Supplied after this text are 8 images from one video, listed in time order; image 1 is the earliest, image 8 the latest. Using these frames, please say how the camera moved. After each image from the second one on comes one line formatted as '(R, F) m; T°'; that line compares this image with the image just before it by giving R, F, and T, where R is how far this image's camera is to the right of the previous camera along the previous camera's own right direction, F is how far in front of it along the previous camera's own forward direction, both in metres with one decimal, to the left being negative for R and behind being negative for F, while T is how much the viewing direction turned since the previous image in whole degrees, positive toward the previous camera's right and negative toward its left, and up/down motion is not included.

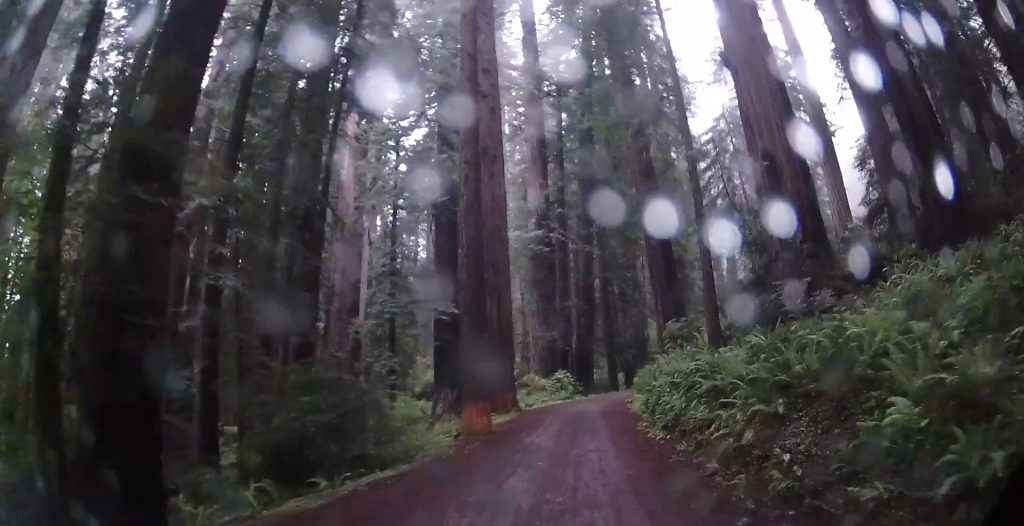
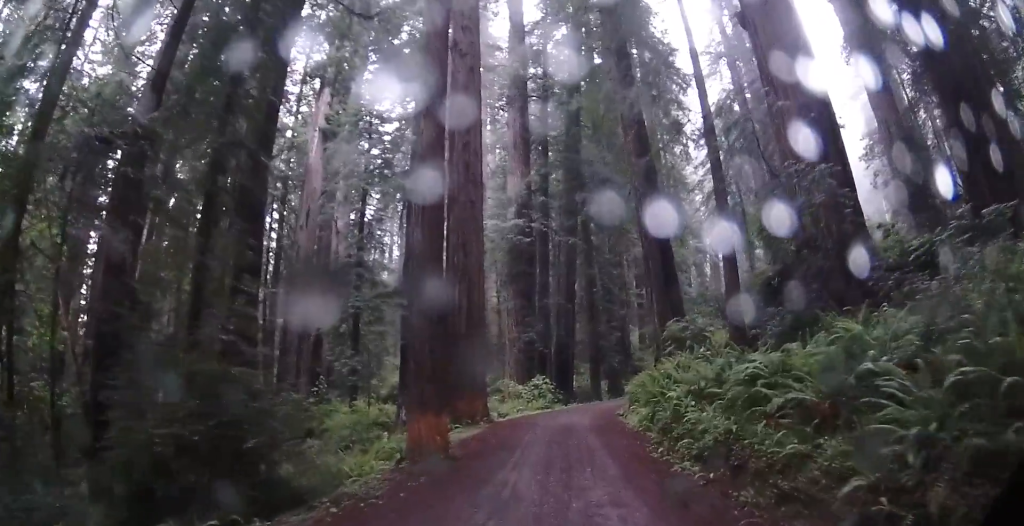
(-0.1, +5.9) m; -1°
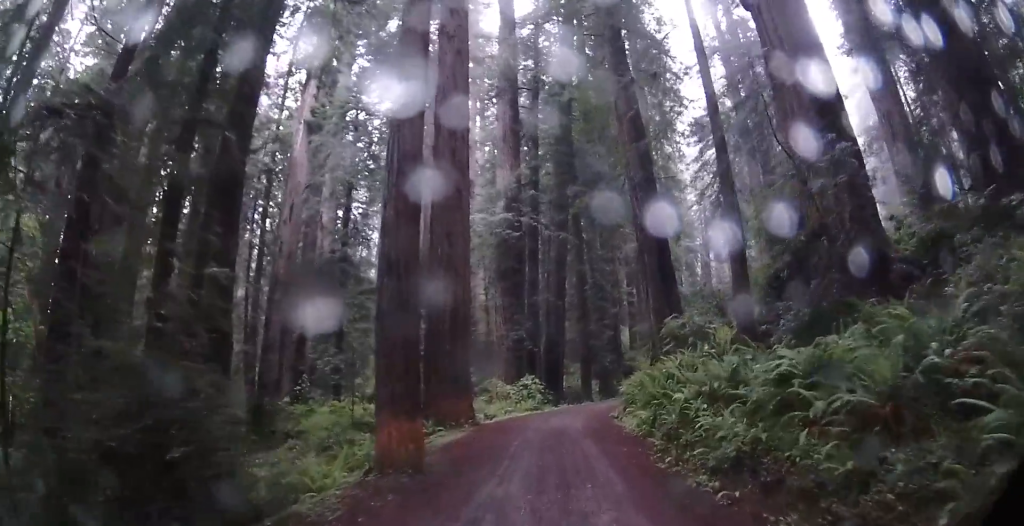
(0.0, +2.0) m; -1°
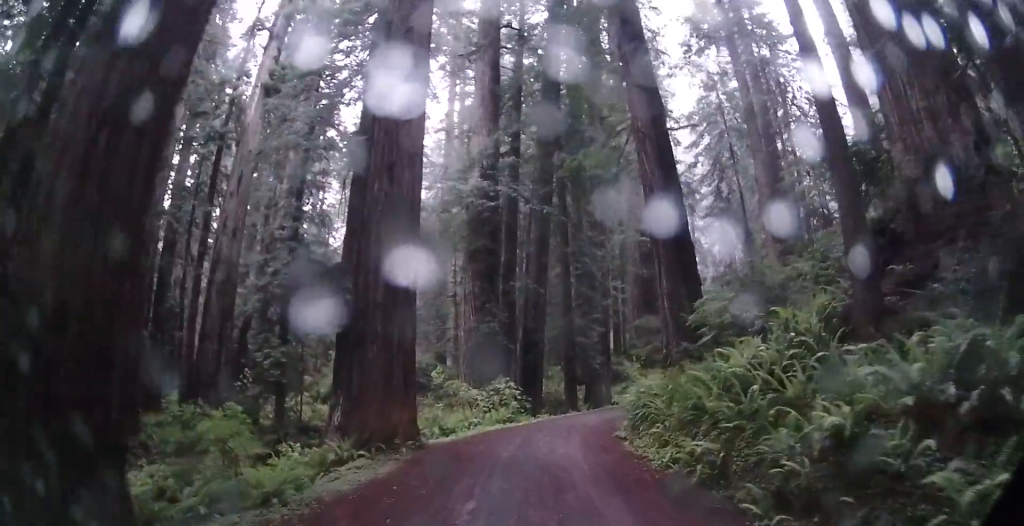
(-0.7, +9.4) m; -10°
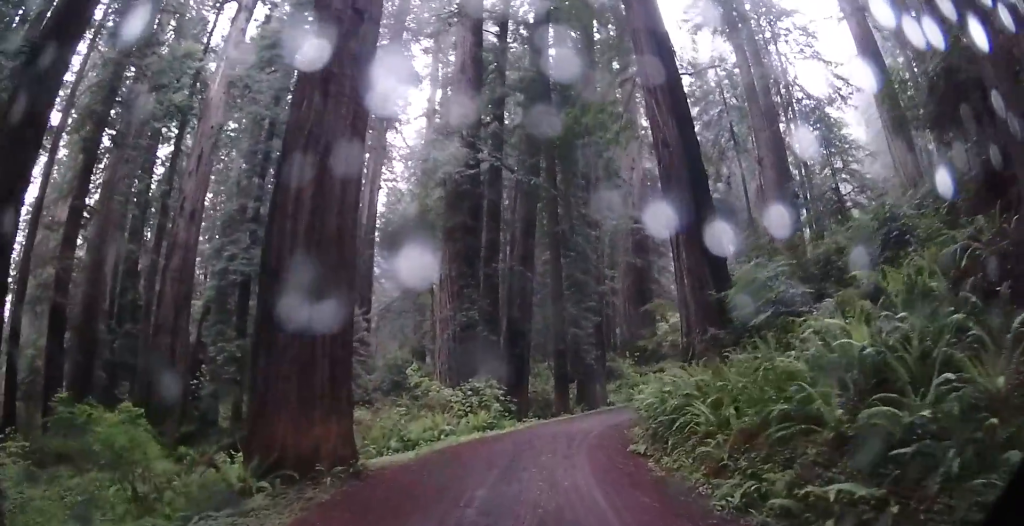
(-0.1, +6.7) m; +2°
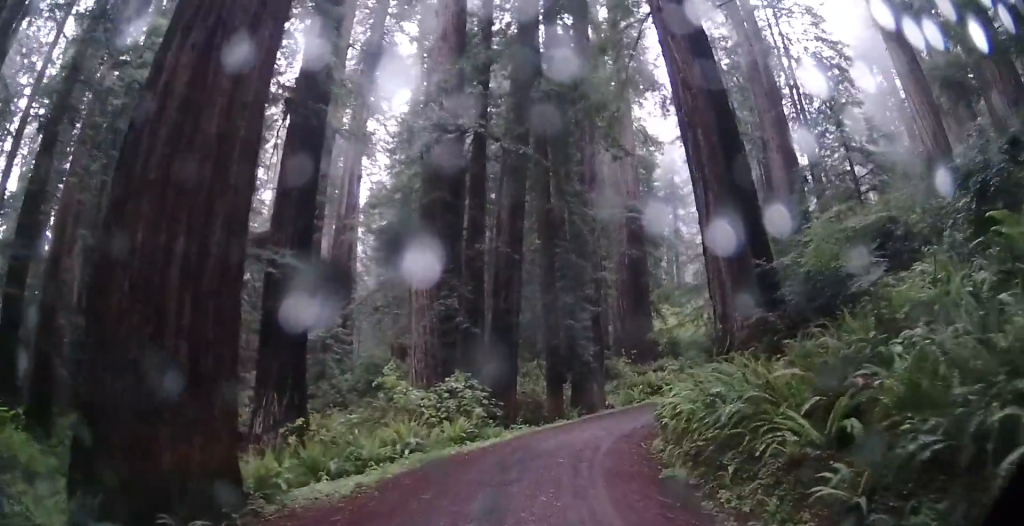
(+0.2, +6.4) m; +1°
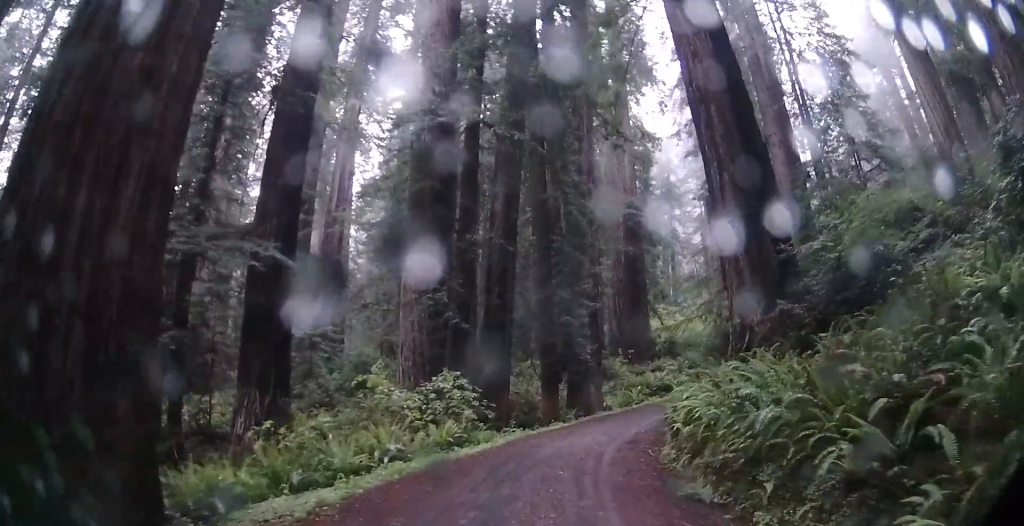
(0.0, +2.3) m; +2°
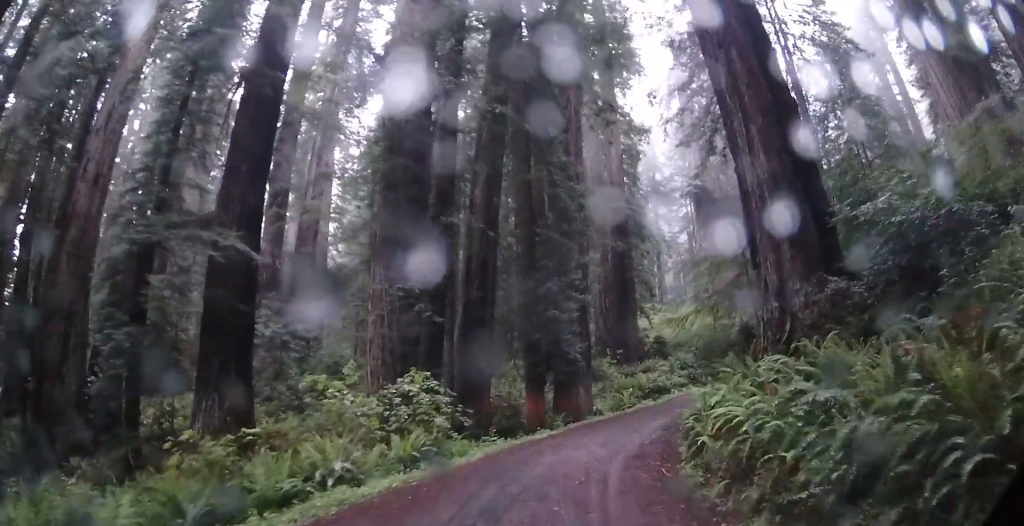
(+0.1, +3.9) m; +4°
